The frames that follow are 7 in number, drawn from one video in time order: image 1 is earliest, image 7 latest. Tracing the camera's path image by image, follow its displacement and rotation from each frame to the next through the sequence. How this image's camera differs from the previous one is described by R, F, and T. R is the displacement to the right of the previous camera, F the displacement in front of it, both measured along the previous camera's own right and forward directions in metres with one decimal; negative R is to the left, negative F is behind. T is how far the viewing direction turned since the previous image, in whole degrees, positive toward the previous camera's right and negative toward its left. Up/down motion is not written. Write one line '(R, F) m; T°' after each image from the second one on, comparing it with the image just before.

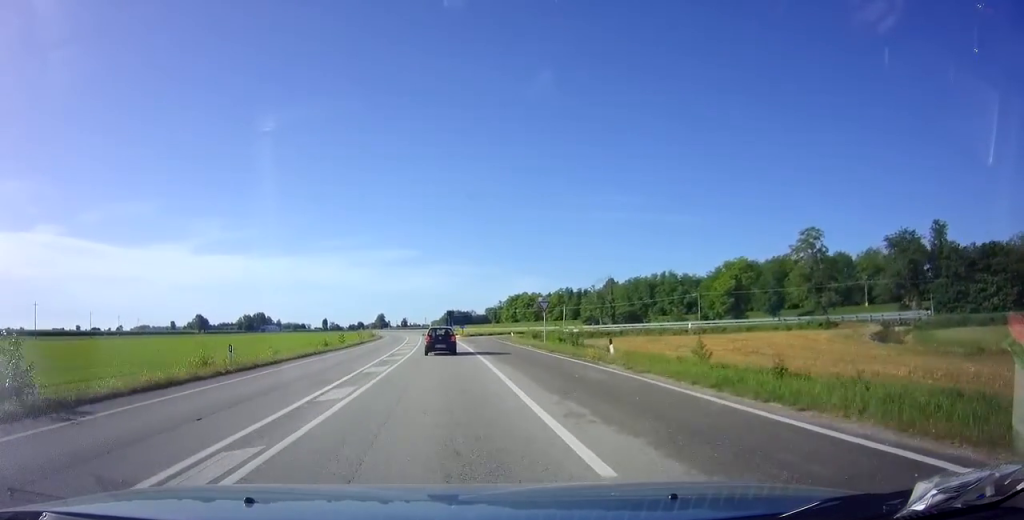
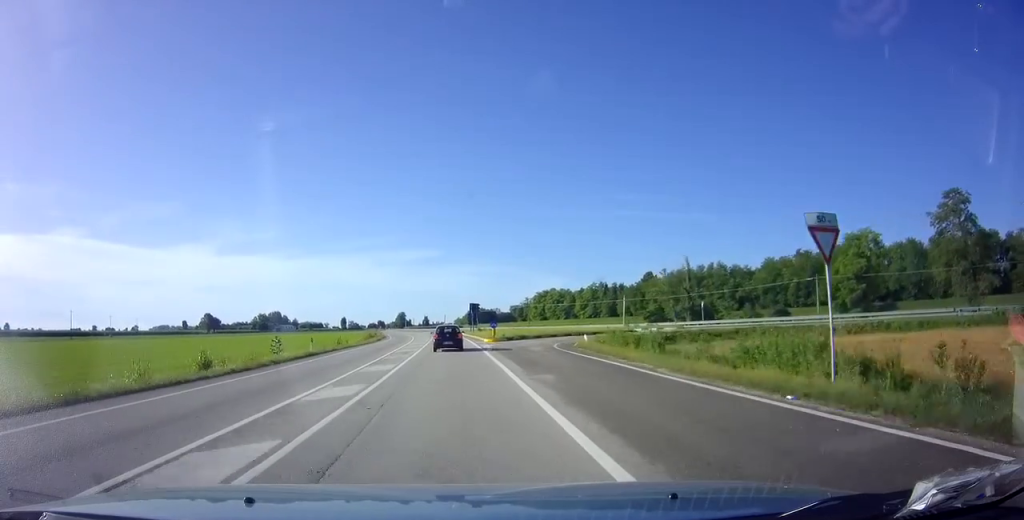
(-0.3, +26.8) m; -2°
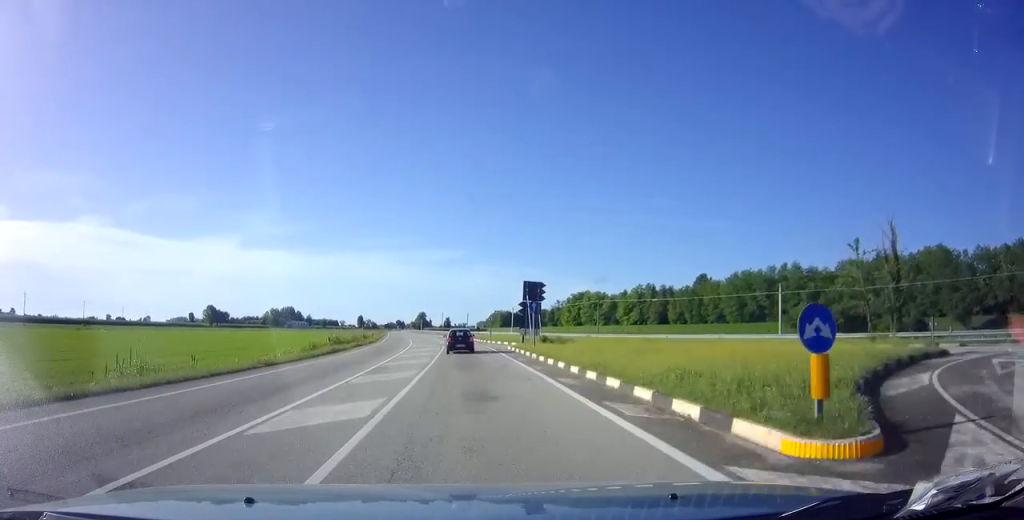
(-1.1, +36.8) m; -2°
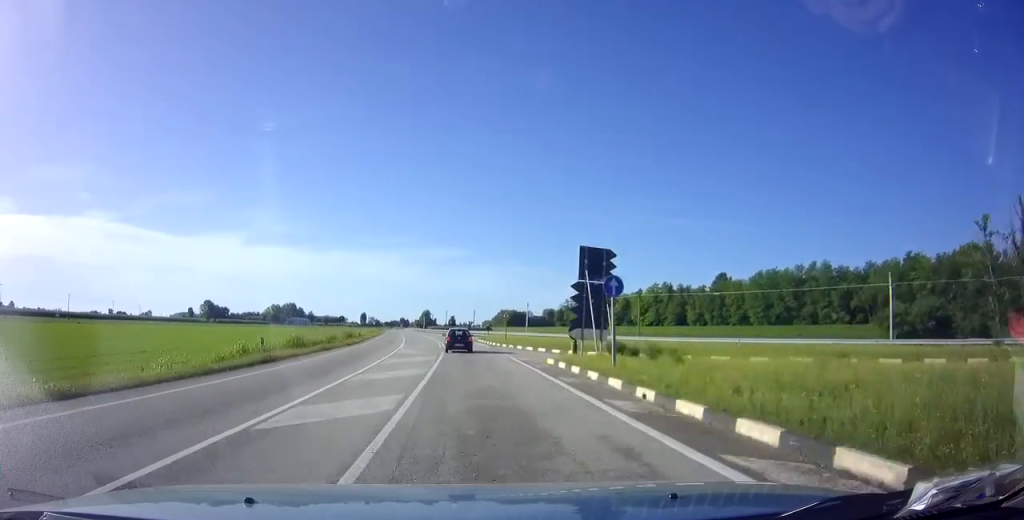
(0.0, +13.8) m; 0°
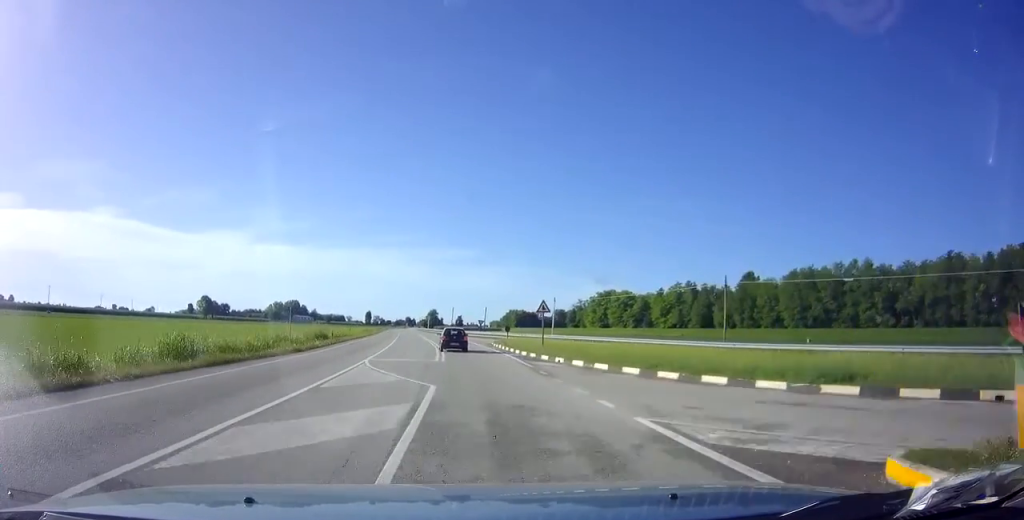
(0.0, +17.5) m; -1°
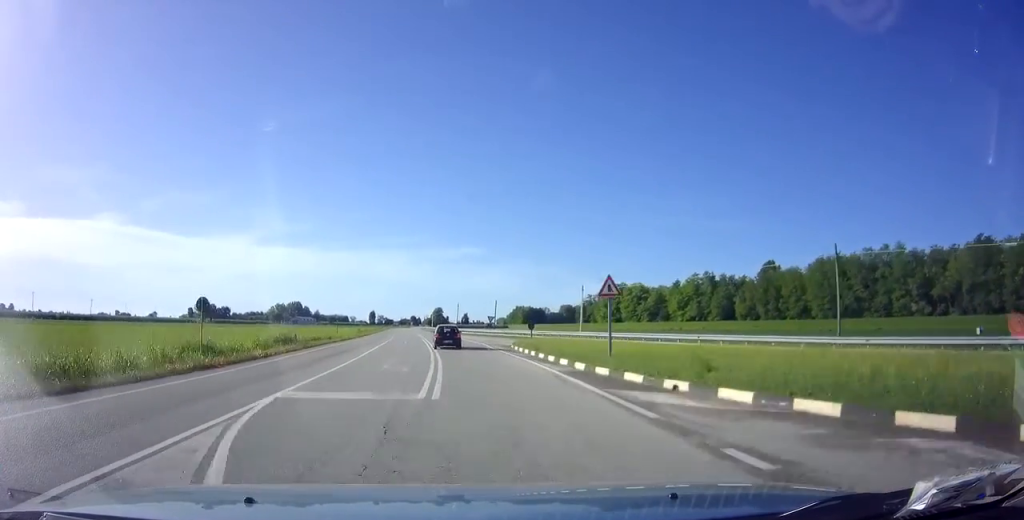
(0.0, +12.1) m; -1°
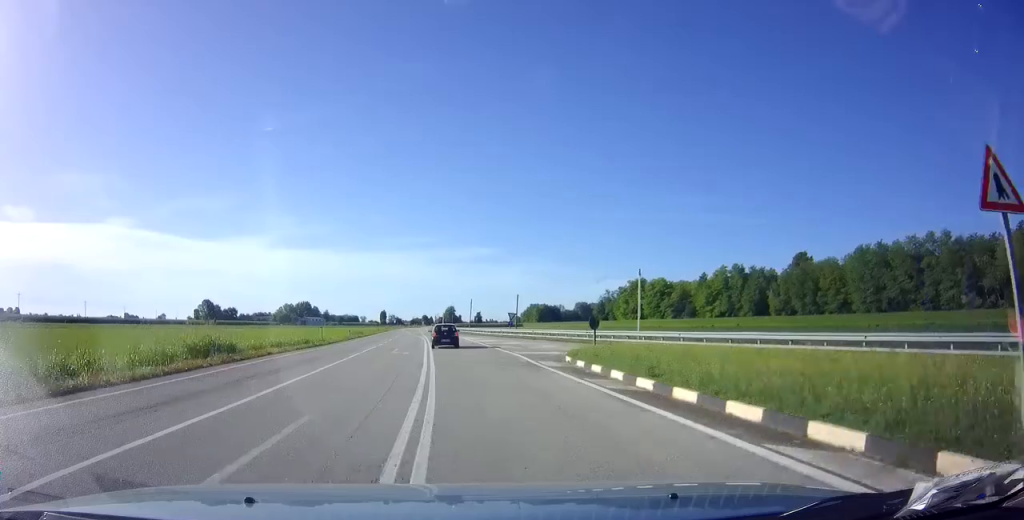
(-0.3, +13.8) m; -1°
